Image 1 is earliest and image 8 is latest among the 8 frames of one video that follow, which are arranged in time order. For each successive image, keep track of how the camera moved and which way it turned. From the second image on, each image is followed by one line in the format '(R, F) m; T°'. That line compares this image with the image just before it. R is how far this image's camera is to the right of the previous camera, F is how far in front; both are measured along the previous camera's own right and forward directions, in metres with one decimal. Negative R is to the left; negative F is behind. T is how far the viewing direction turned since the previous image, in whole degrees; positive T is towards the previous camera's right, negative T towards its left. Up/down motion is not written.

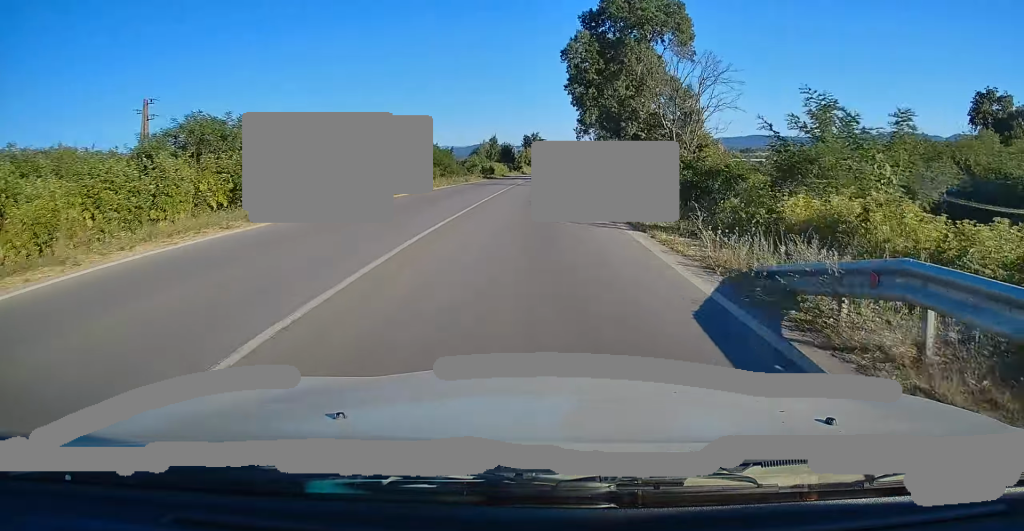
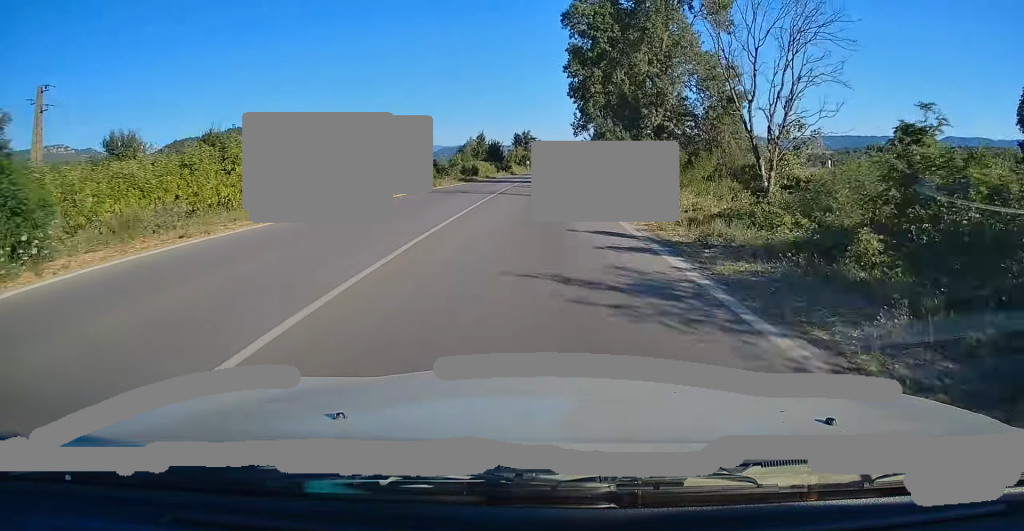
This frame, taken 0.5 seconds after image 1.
(+0.1, +12.6) m; +1°
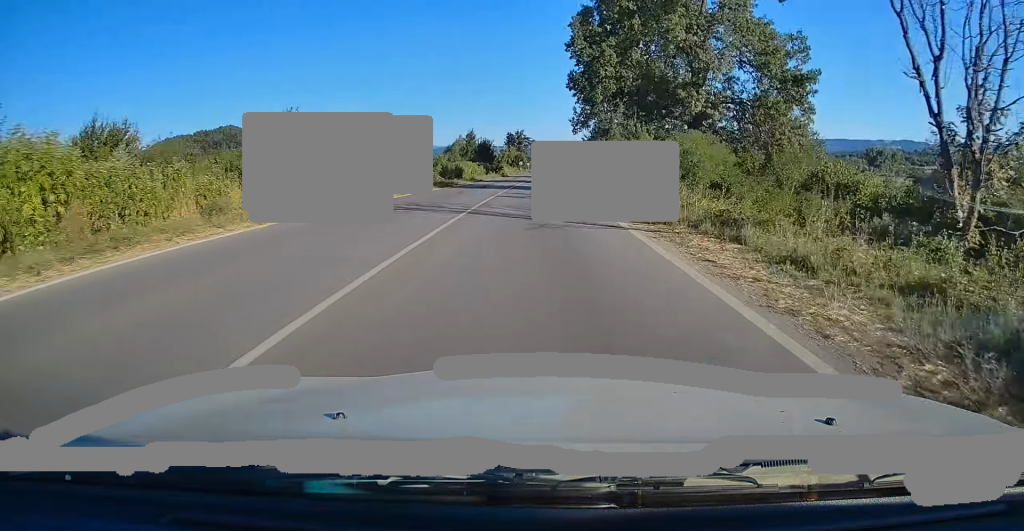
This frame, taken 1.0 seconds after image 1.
(+0.2, +10.2) m; +1°
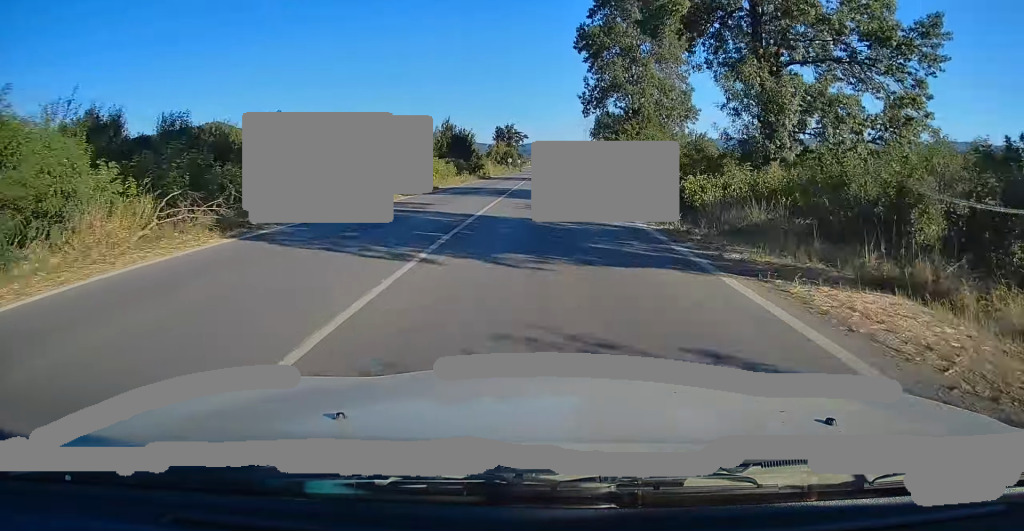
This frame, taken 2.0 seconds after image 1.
(+0.2, +25.0) m; +1°
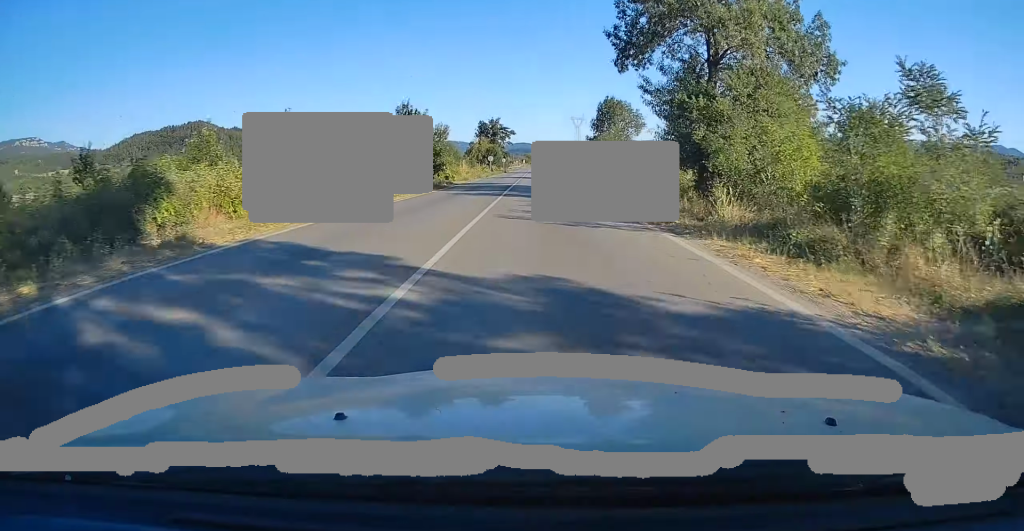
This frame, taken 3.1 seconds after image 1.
(+0.2, +25.7) m; +1°
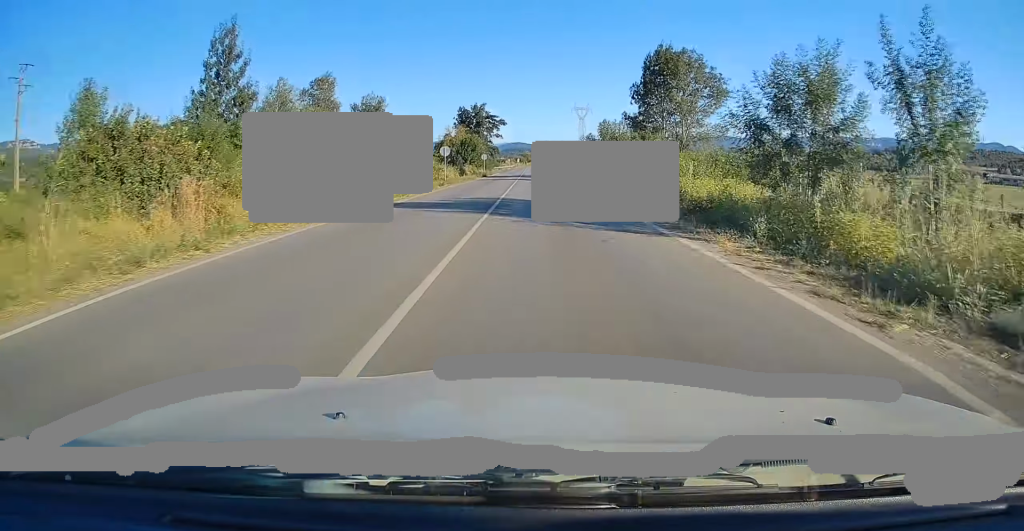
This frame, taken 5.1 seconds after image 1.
(+0.6, +45.5) m; +1°
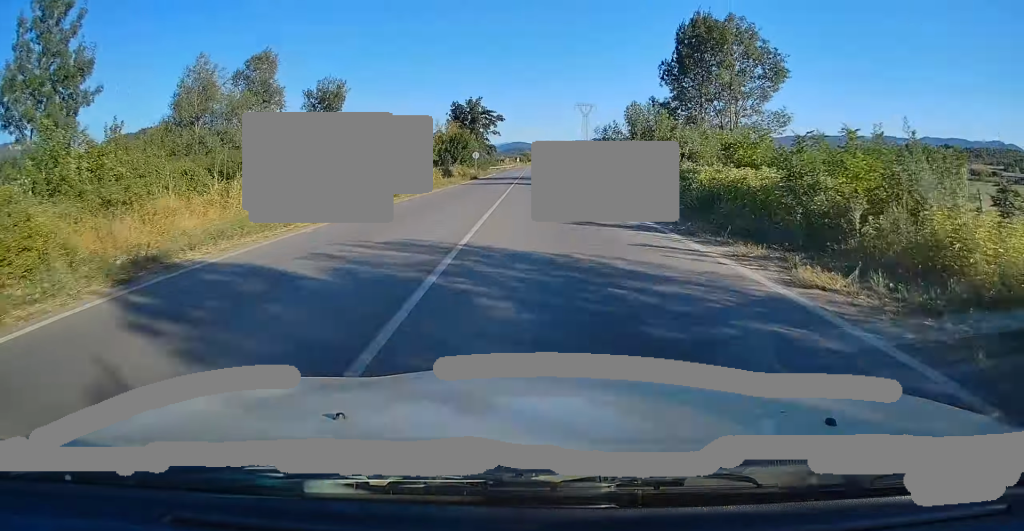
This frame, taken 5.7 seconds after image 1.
(+0.1, +13.7) m; 0°
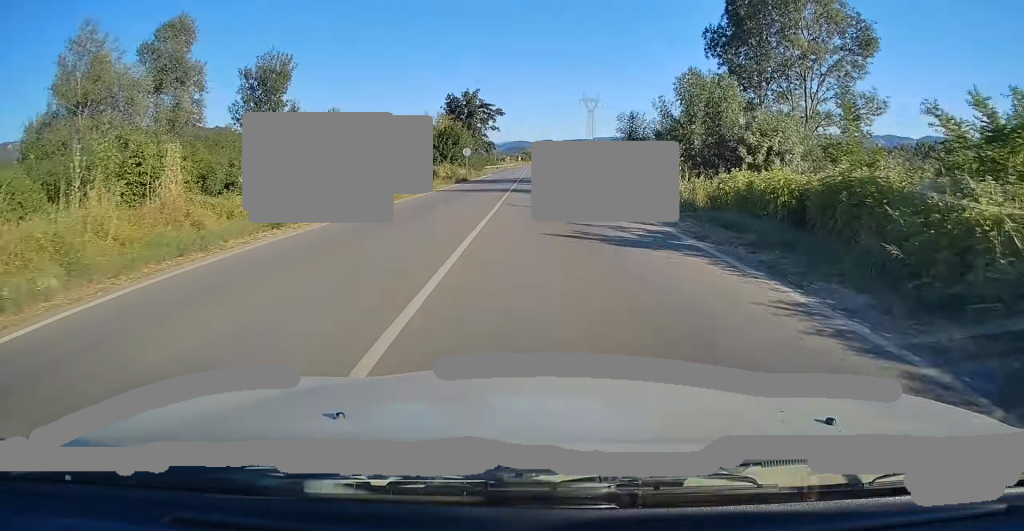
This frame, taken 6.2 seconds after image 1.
(+0.2, +12.1) m; 0°
